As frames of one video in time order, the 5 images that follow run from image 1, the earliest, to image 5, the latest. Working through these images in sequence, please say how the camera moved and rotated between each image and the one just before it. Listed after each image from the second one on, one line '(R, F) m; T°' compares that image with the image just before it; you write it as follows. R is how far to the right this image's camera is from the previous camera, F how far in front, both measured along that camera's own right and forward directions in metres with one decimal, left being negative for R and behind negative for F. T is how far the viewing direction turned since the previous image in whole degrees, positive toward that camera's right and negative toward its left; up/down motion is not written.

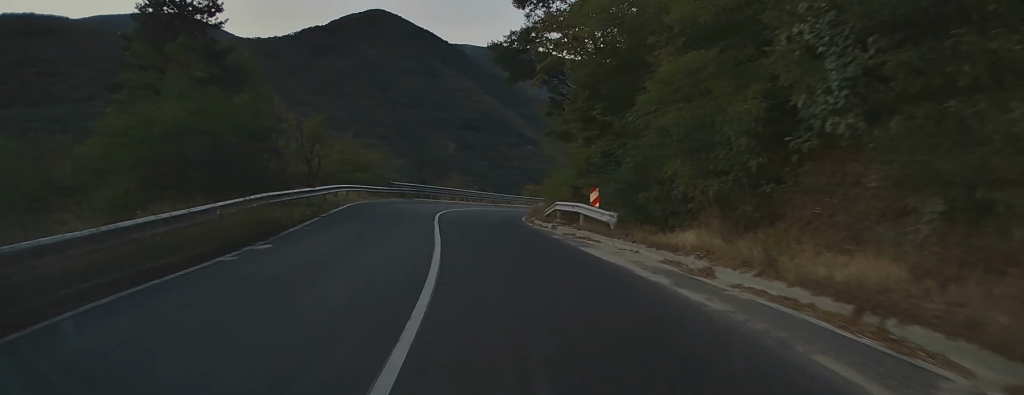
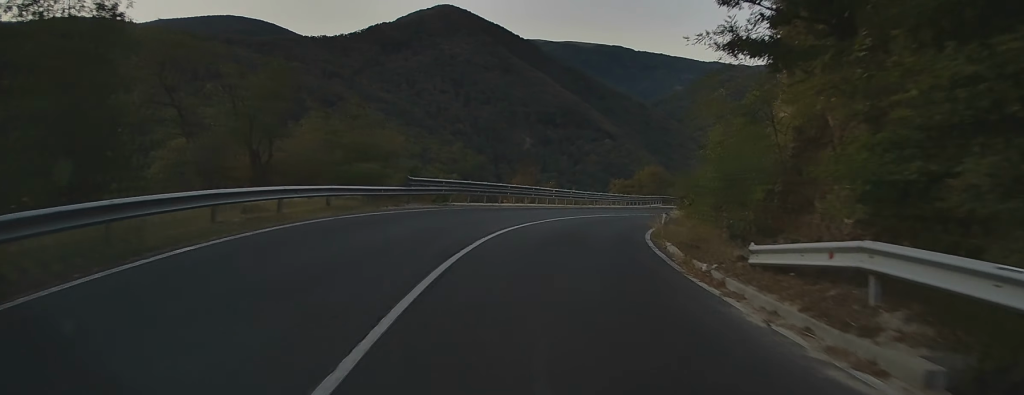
(-1.0, +19.7) m; -1°
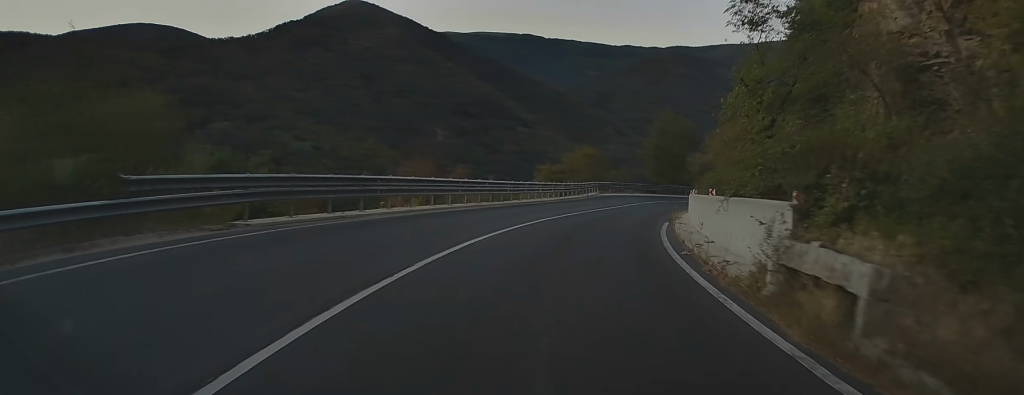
(+0.7, +16.9) m; +5°
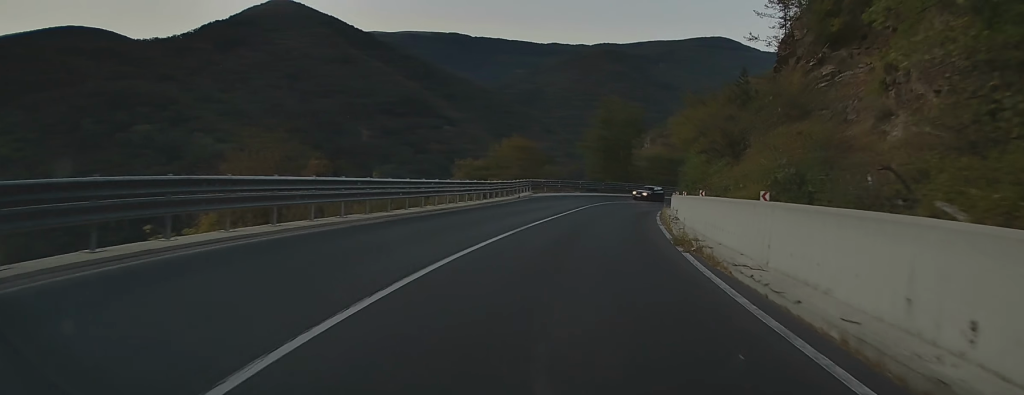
(+0.6, +13.8) m; +7°
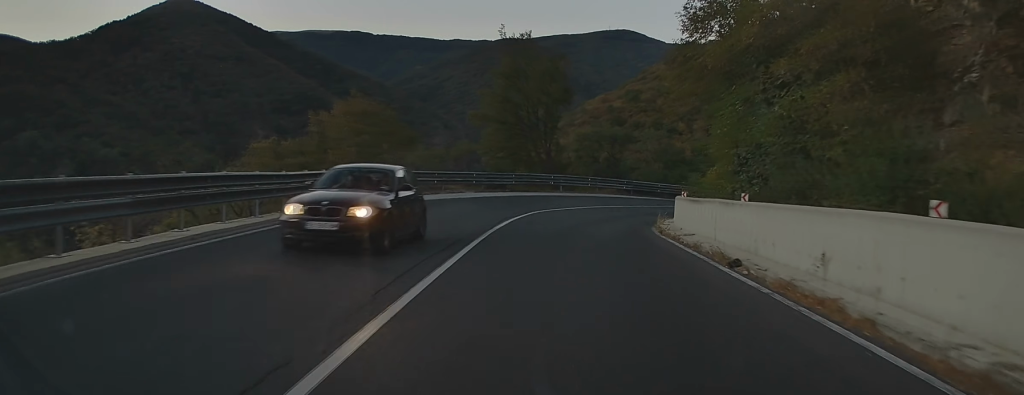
(+2.9, +30.2) m; +9°
